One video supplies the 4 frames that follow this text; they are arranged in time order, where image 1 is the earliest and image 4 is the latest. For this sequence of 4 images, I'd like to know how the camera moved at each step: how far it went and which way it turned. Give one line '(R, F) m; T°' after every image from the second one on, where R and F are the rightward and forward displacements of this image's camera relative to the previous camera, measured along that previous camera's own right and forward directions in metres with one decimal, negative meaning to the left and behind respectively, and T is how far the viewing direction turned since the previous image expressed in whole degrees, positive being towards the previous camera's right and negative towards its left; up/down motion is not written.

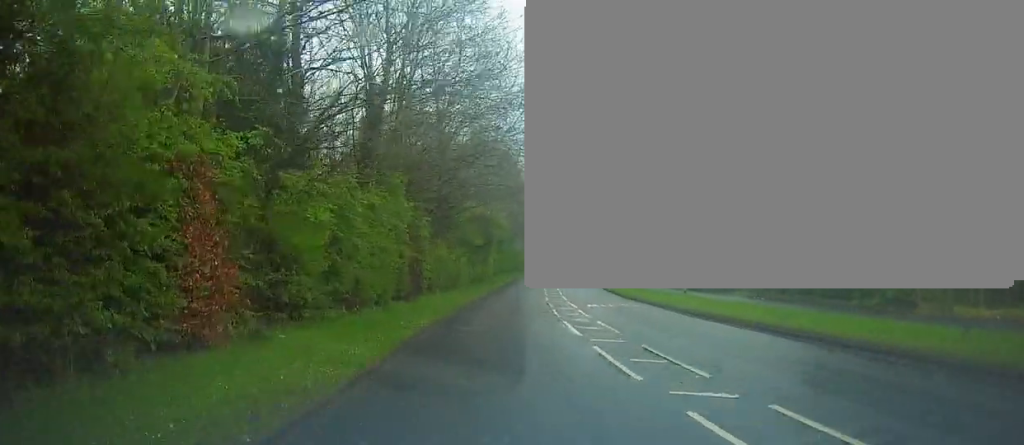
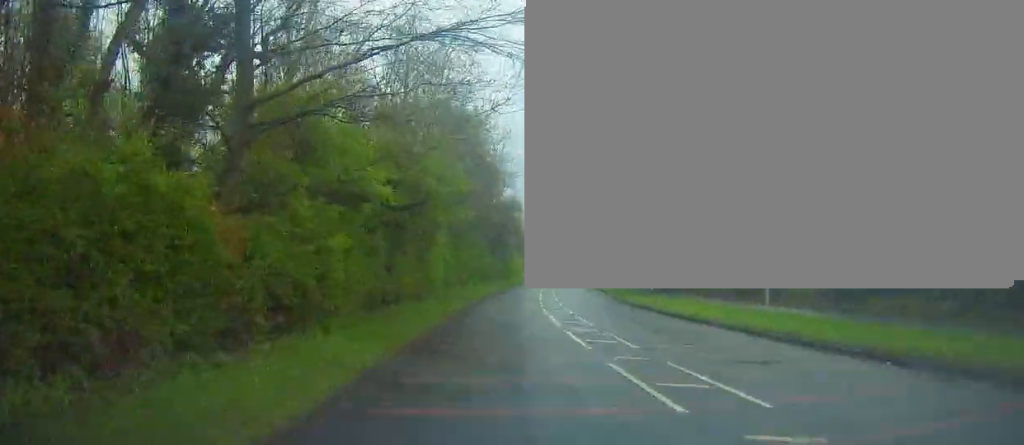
(+1.2, +26.2) m; +6°
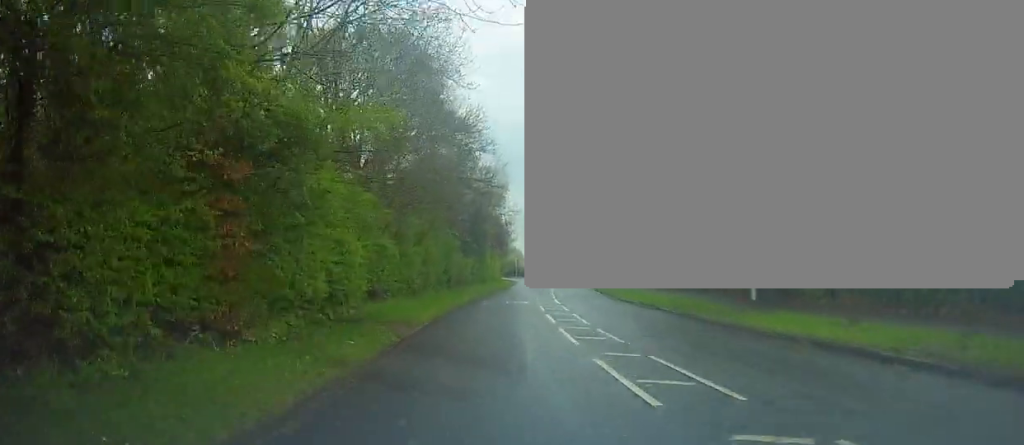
(+0.6, +18.3) m; +3°
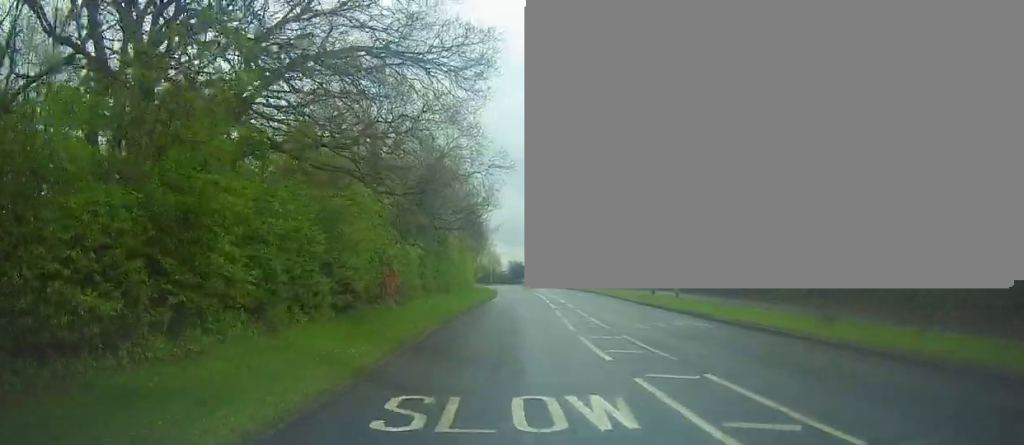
(-0.5, +27.0) m; +1°
